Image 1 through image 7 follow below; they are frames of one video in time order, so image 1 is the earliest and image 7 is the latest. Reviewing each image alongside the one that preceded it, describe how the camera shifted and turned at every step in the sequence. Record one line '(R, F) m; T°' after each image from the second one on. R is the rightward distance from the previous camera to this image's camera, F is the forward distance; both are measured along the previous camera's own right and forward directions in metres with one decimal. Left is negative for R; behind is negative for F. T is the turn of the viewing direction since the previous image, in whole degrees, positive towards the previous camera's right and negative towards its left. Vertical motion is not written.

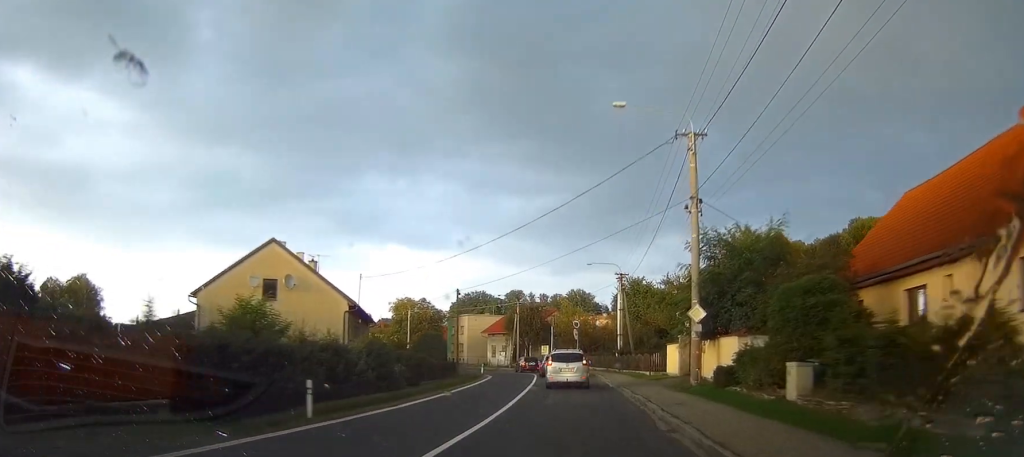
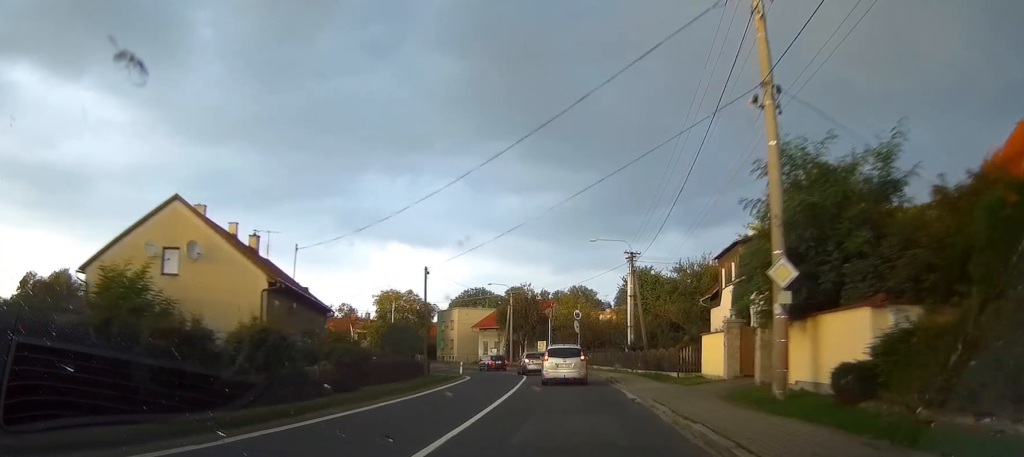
(0.0, +12.0) m; 0°
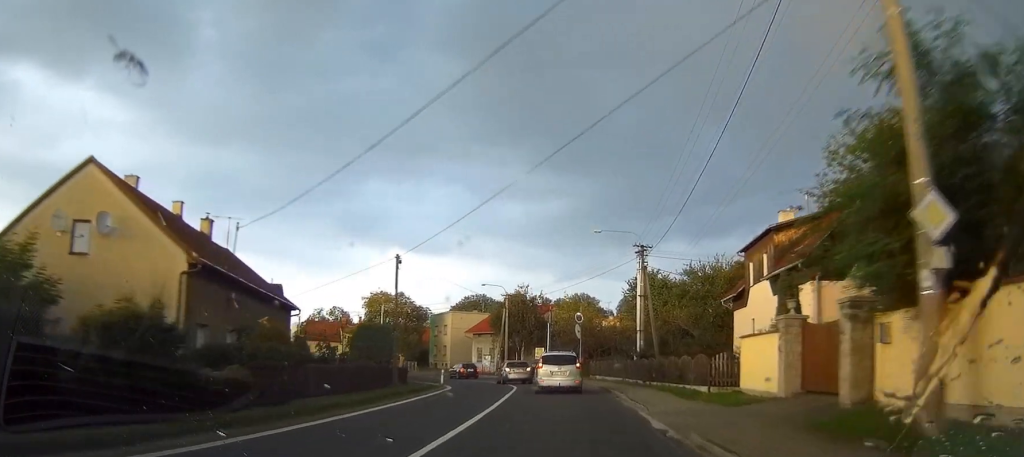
(0.0, +7.5) m; 0°
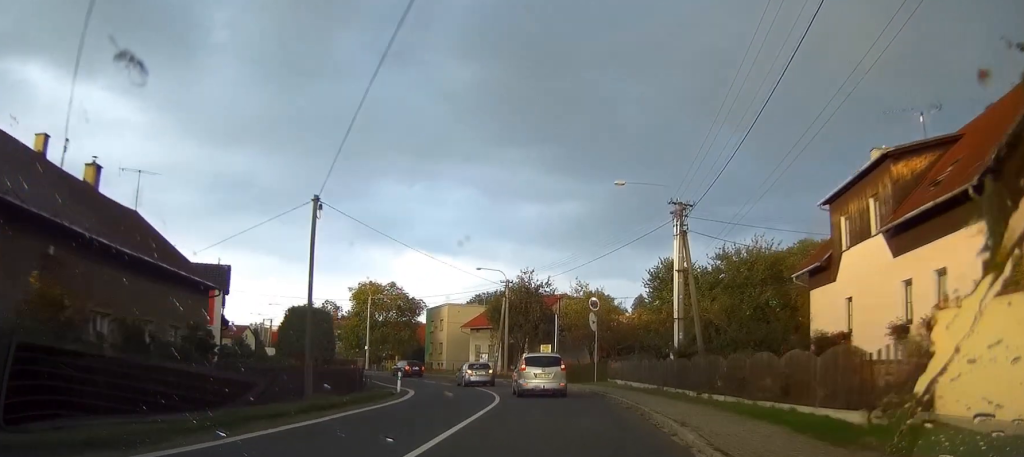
(0.0, +13.2) m; -1°
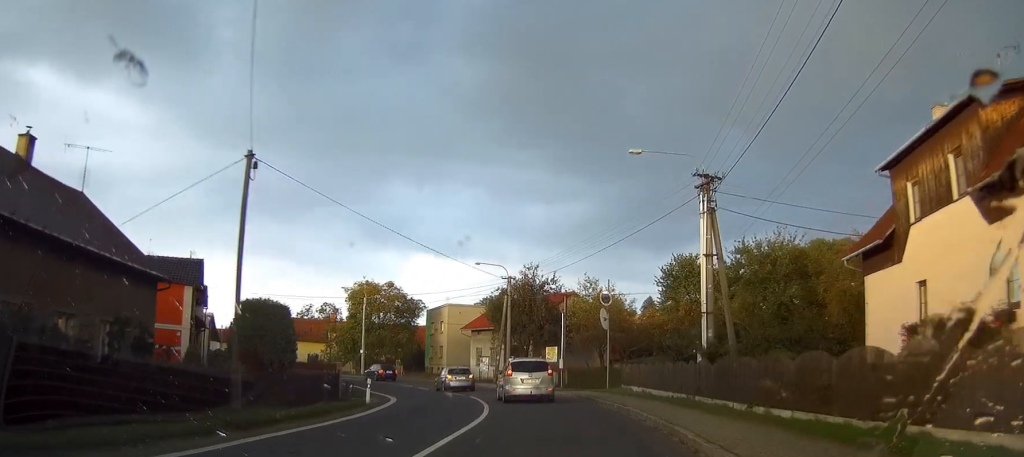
(0.0, +5.7) m; 0°
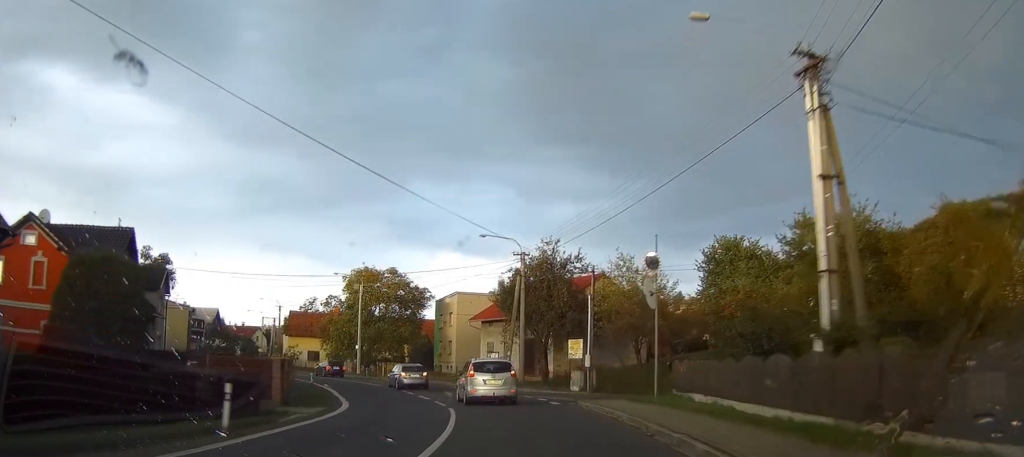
(-0.1, +11.9) m; -2°
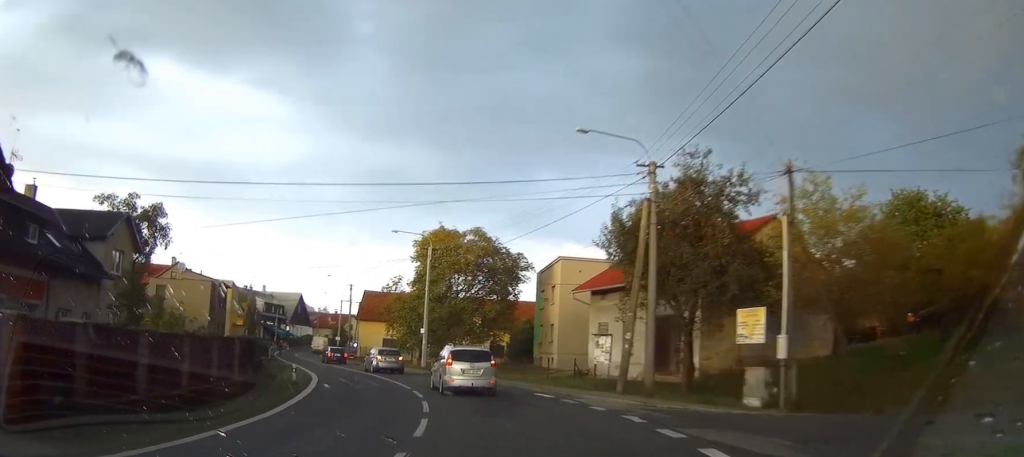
(-0.9, +19.5) m; -13°
